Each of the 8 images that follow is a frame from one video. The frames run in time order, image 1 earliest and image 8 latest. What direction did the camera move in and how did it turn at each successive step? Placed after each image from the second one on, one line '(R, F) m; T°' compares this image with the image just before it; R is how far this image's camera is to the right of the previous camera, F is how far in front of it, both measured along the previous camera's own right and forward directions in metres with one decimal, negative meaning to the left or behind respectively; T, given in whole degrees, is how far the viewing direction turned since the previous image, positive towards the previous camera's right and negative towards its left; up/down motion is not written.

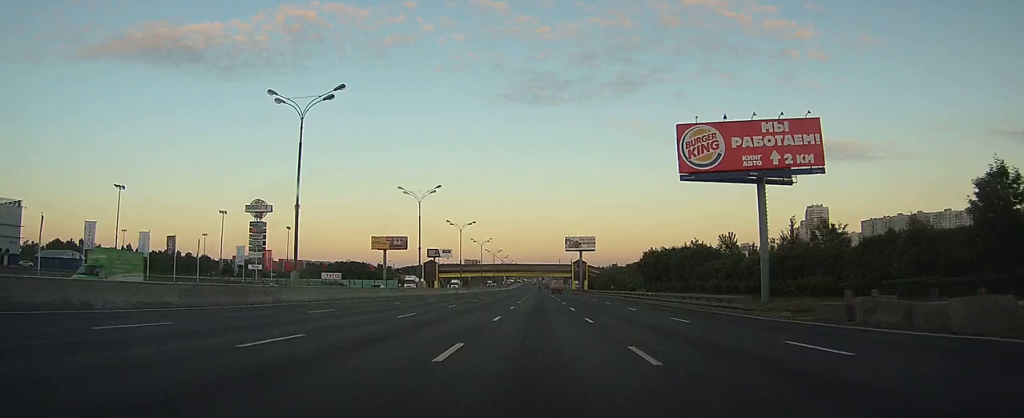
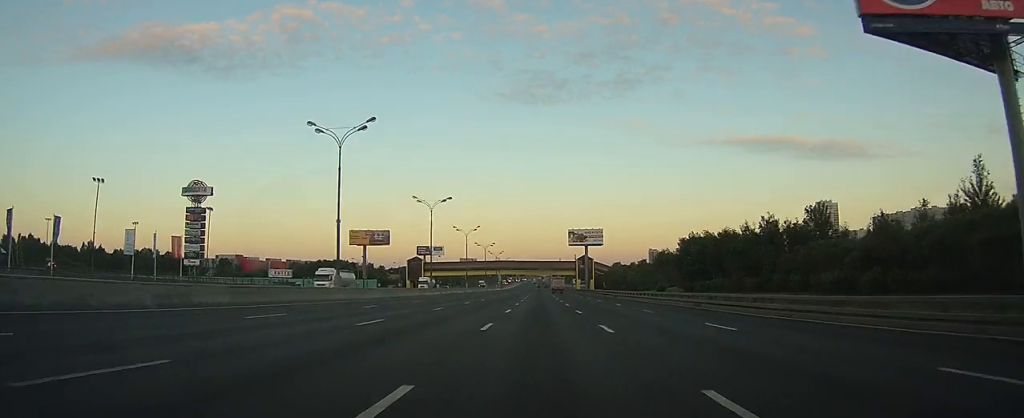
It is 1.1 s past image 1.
(+0.1, +29.2) m; 0°
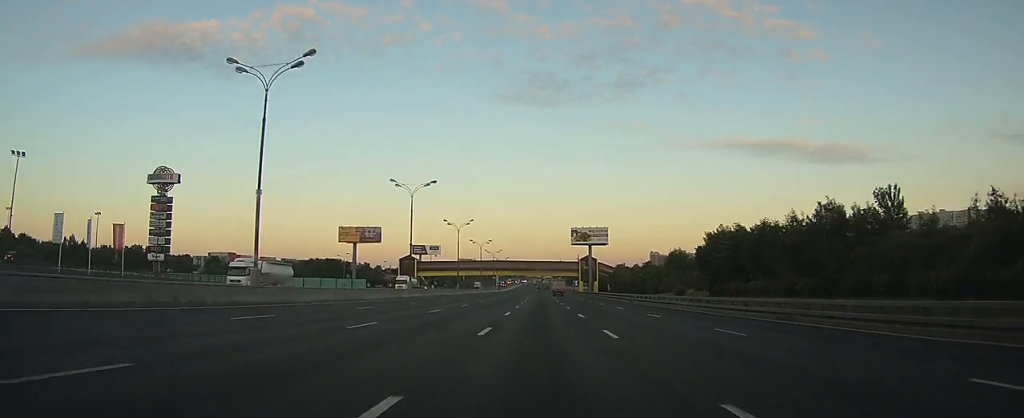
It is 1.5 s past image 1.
(0.0, +12.9) m; 0°
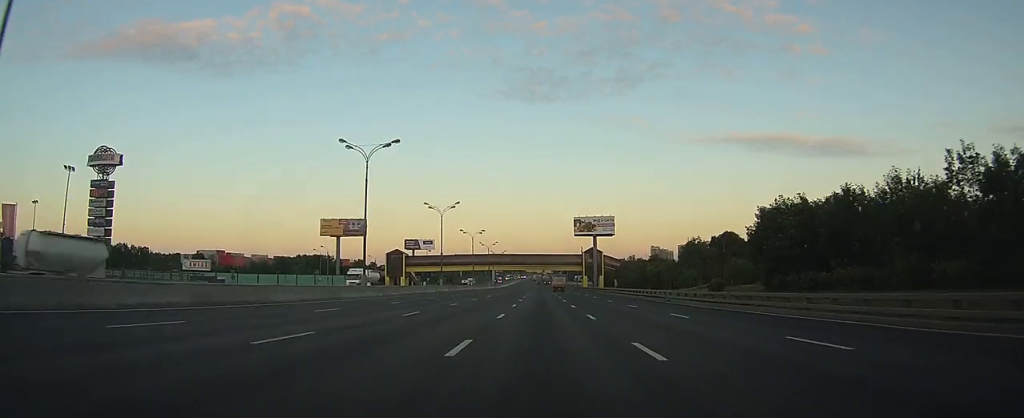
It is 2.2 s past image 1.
(0.0, +17.6) m; 0°
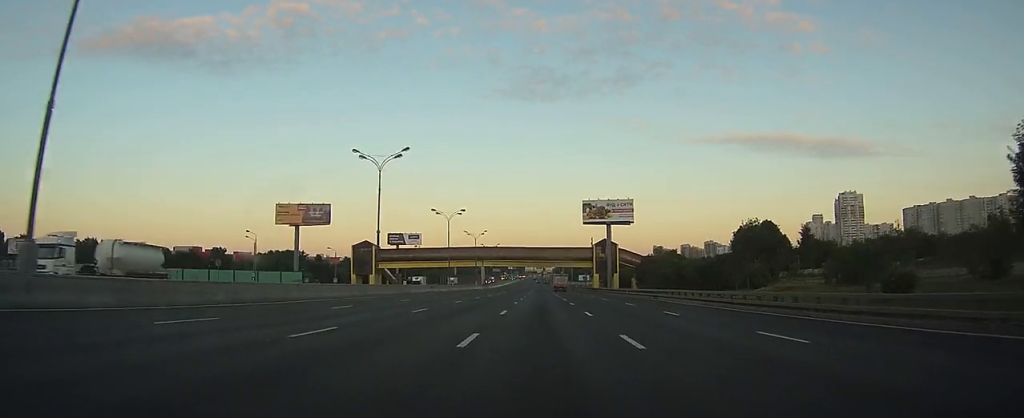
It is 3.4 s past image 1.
(+0.2, +34.5) m; 0°
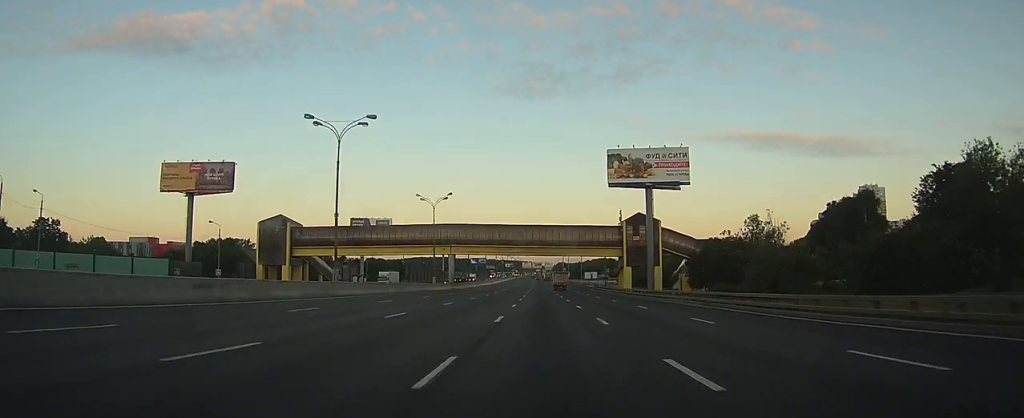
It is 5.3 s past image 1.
(-0.4, +53.4) m; -1°
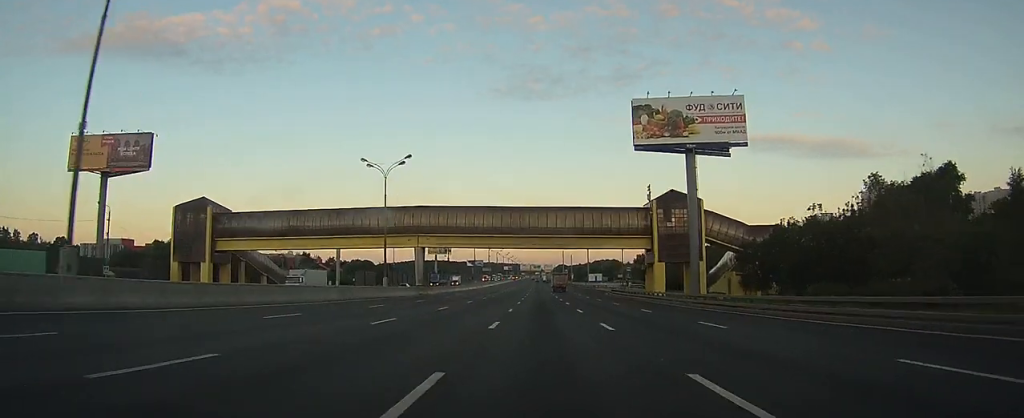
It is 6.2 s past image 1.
(0.0, +26.2) m; 0°
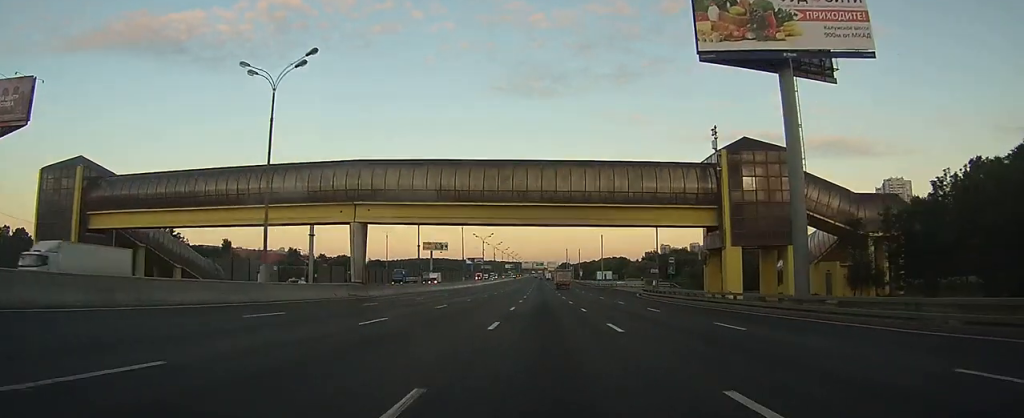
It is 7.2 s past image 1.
(0.0, +26.0) m; 0°
